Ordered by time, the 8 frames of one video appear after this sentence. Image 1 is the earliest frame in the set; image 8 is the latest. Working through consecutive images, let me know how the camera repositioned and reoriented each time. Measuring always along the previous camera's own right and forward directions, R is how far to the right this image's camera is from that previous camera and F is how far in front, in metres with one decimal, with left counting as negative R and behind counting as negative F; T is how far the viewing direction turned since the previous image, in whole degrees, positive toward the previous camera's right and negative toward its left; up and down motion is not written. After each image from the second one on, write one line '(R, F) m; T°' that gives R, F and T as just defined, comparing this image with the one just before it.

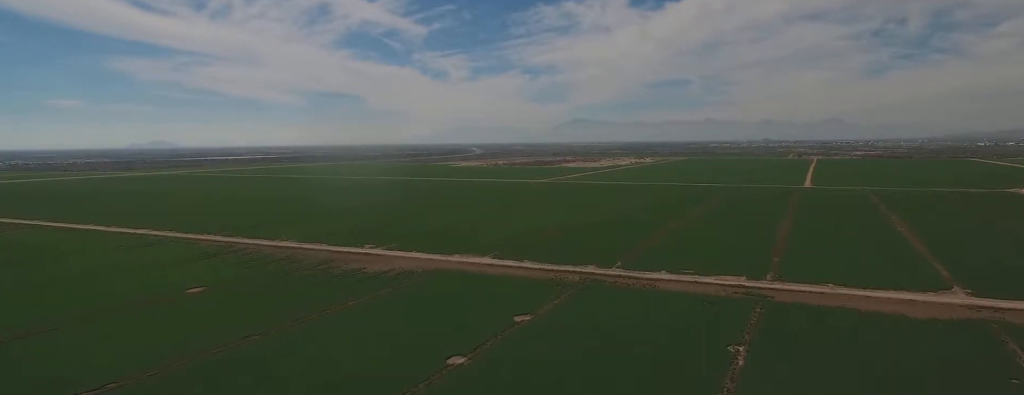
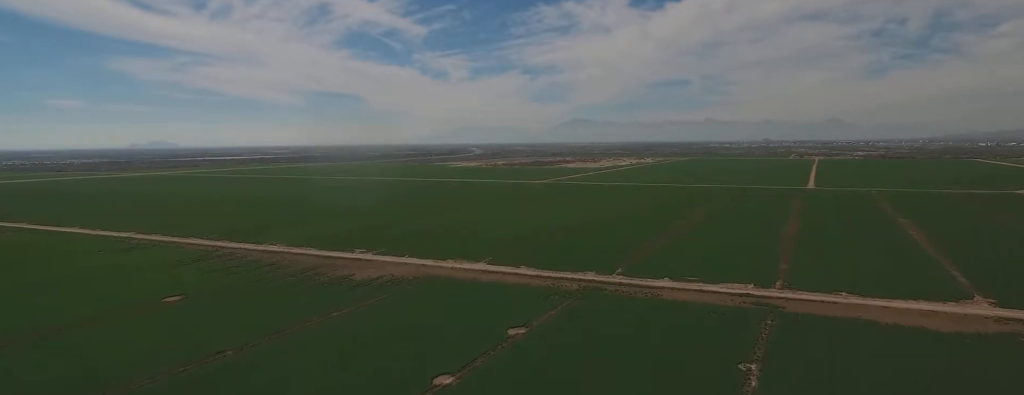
(0.0, +9.6) m; 0°
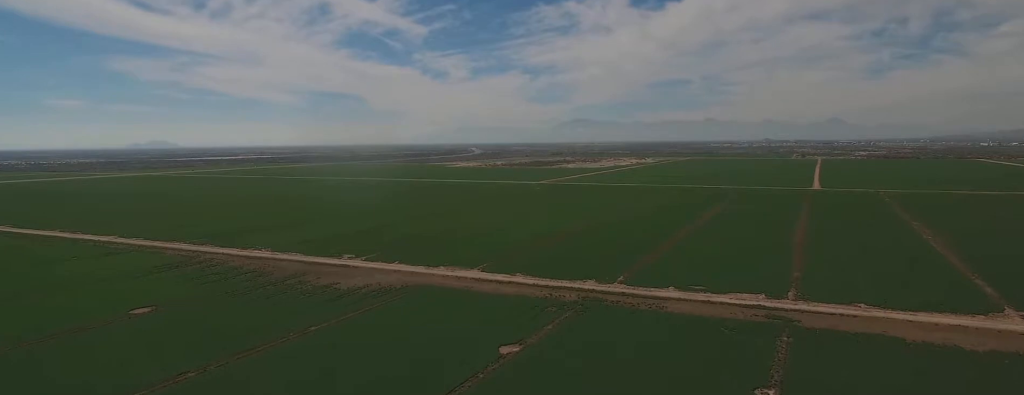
(-0.1, +12.3) m; 0°
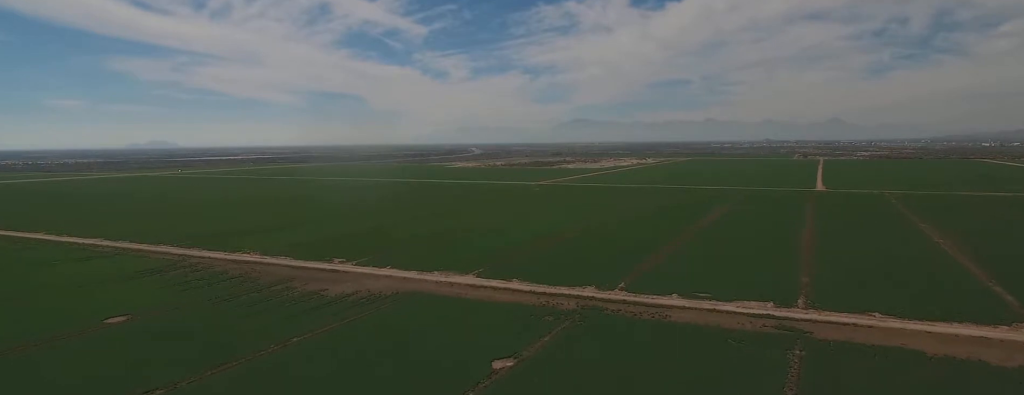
(0.0, +7.7) m; 0°
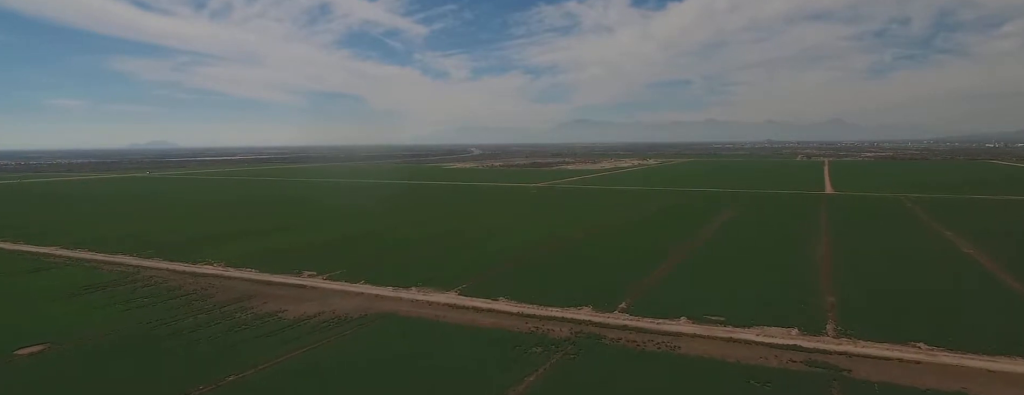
(0.0, +21.2) m; 0°
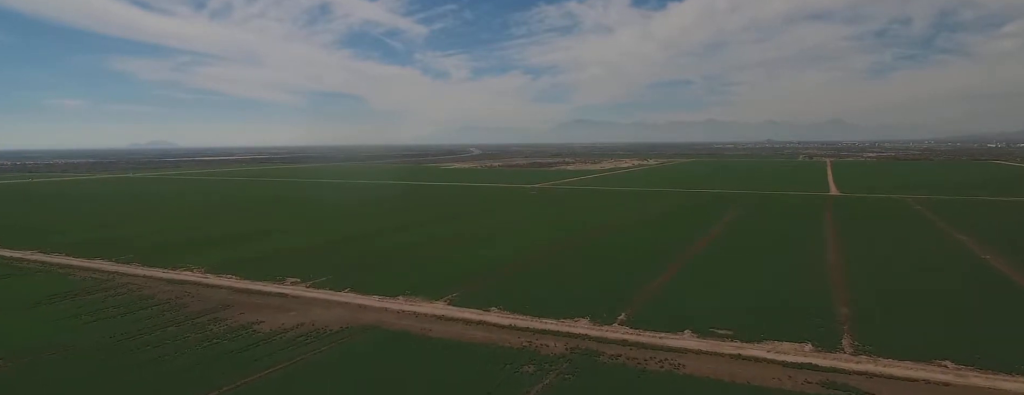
(0.0, +12.2) m; 0°
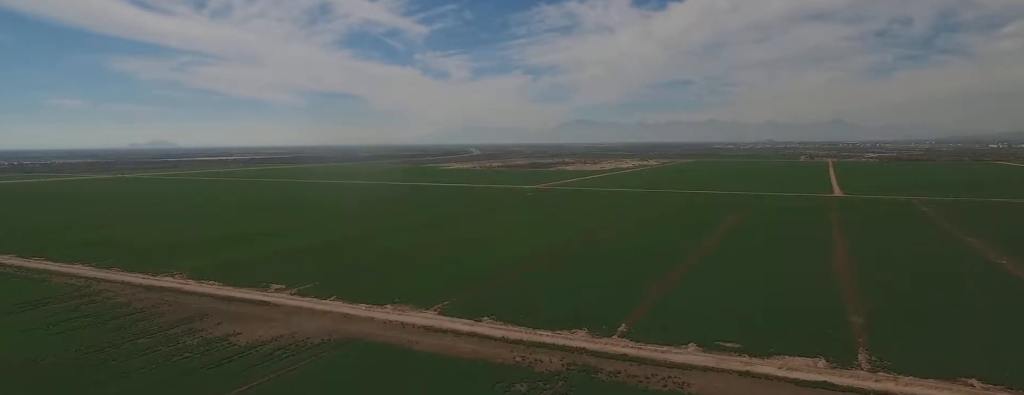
(0.0, +9.9) m; 0°
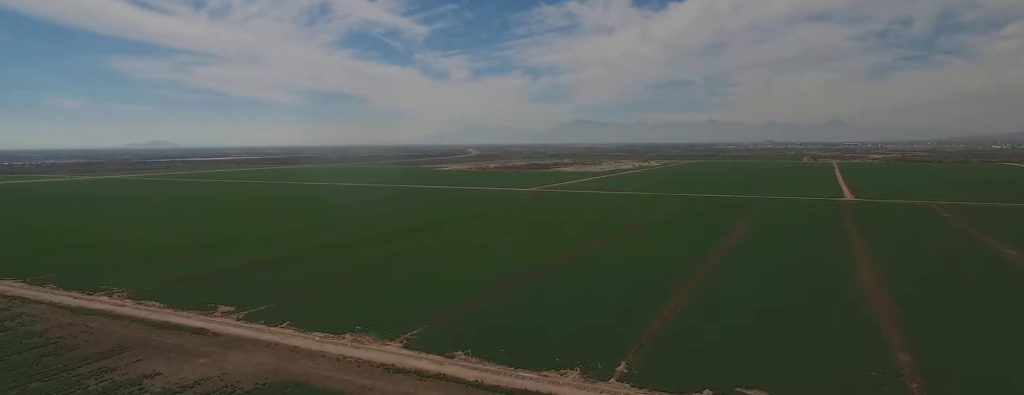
(-0.2, +22.9) m; -1°
